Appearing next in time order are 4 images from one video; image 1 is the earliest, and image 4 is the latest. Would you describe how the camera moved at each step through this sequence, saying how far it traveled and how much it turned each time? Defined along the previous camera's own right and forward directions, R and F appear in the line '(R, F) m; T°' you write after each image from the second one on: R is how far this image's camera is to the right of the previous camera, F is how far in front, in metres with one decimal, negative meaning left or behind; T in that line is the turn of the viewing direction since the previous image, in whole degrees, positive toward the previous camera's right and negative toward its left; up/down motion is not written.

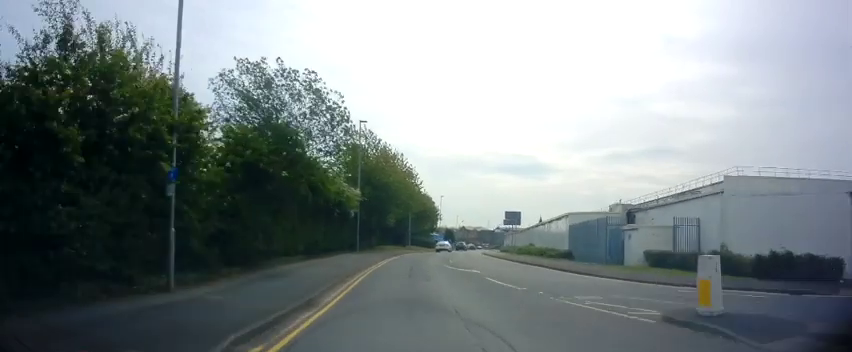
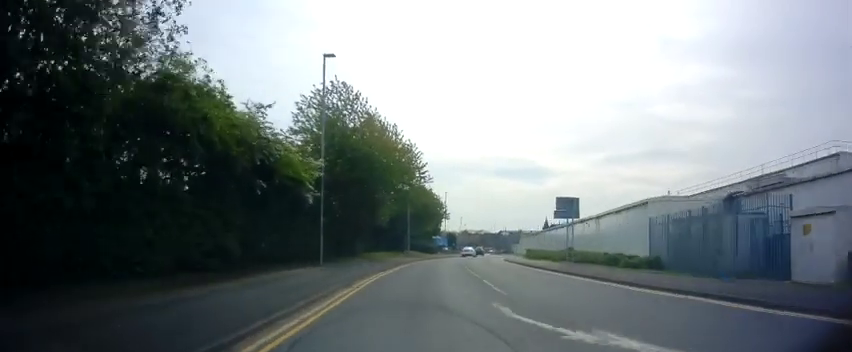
(-0.2, +14.2) m; +2°
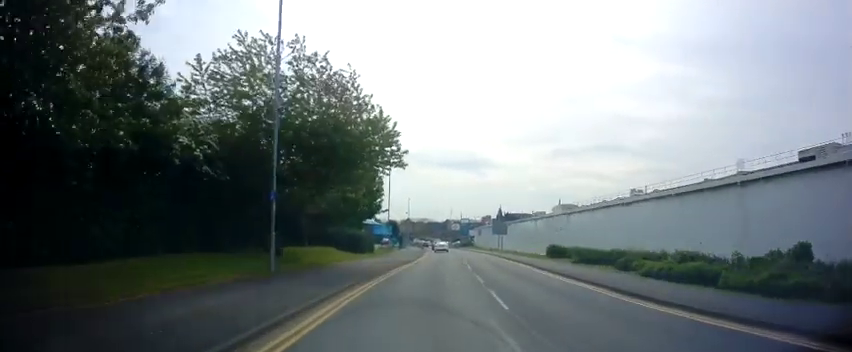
(+1.8, +34.5) m; +5°
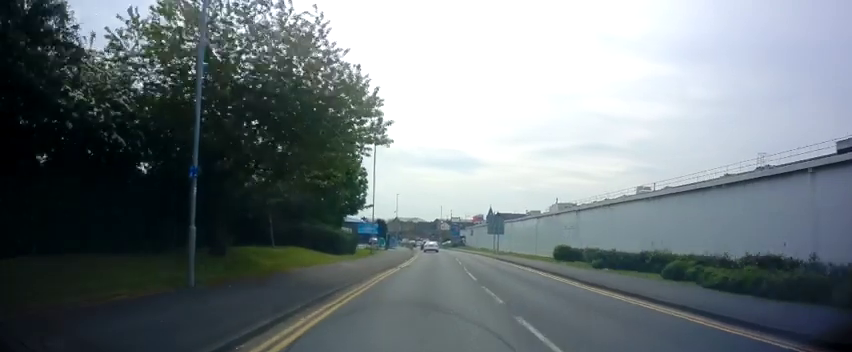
(+0.1, +4.9) m; 0°
